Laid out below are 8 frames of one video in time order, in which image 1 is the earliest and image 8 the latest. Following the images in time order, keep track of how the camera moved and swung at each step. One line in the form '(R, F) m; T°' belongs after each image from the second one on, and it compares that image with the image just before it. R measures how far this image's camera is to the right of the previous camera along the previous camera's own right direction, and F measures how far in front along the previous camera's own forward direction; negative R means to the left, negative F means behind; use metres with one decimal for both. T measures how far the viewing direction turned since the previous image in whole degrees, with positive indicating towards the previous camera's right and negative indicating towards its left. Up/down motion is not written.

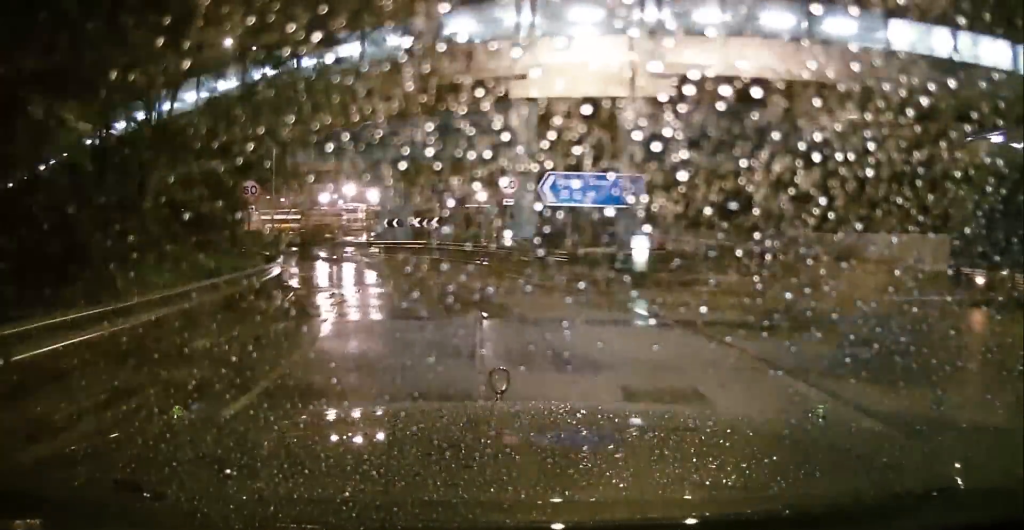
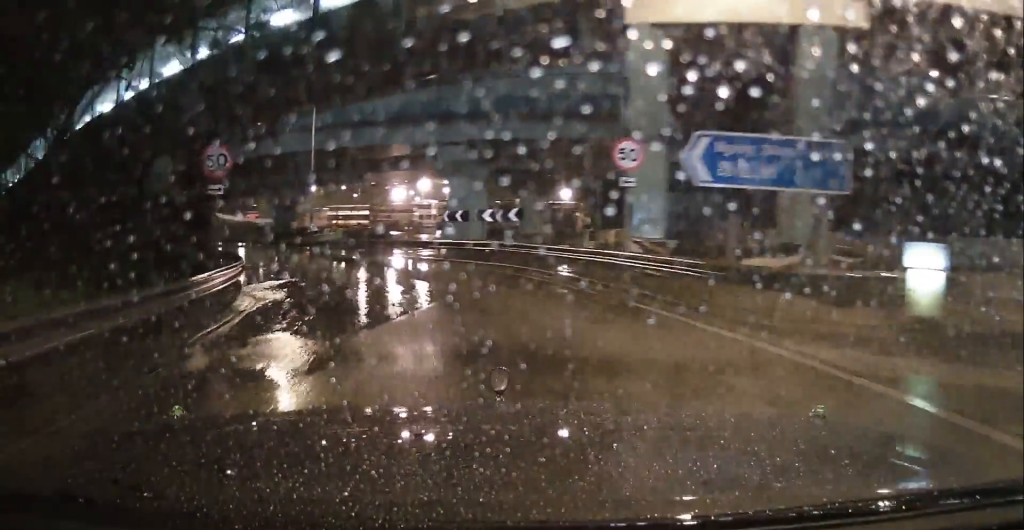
(-0.7, +9.4) m; -7°
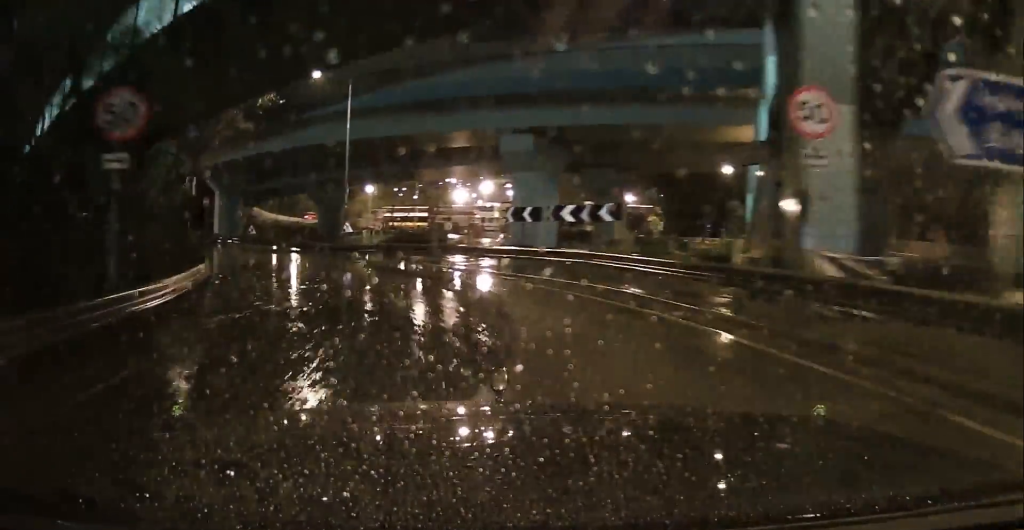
(-0.4, +7.0) m; -5°
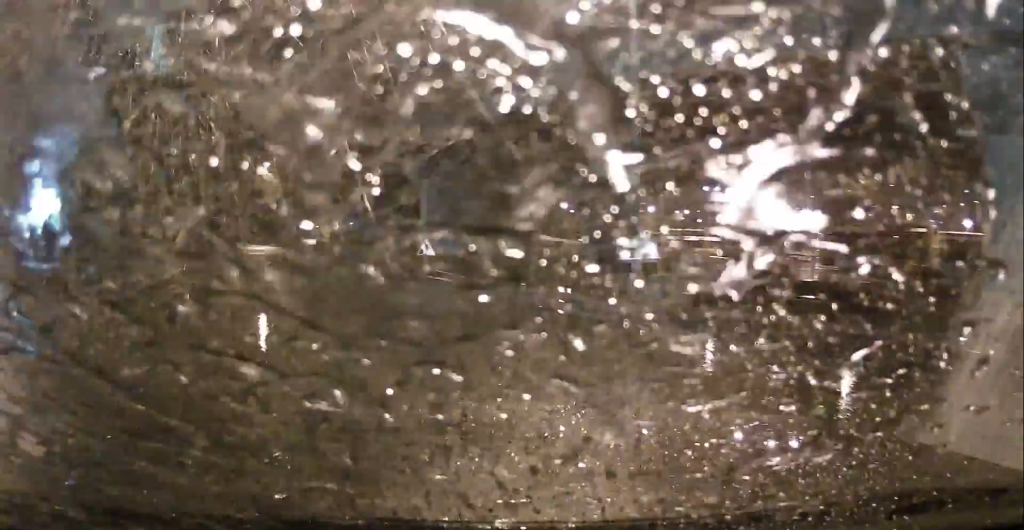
(-3.9, +22.7) m; -21°
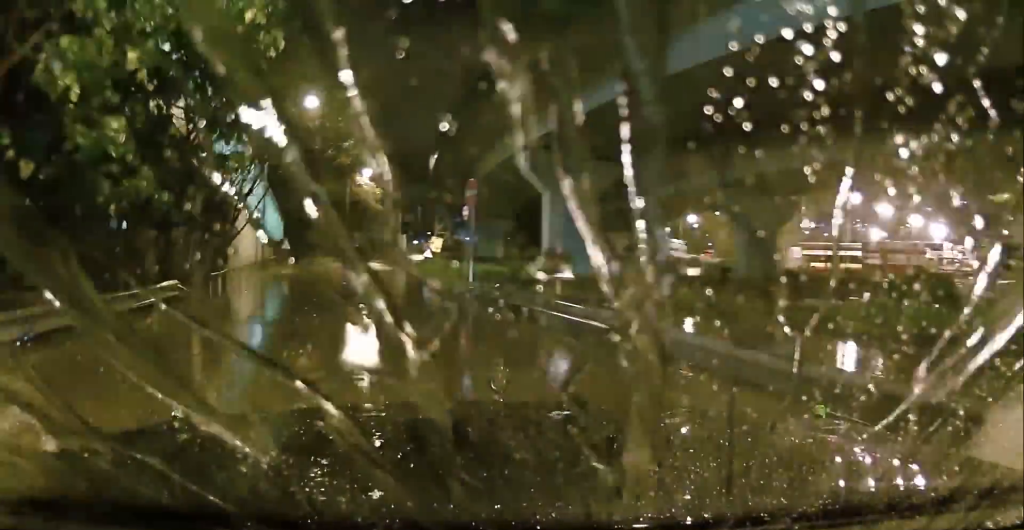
(-0.8, +9.4) m; -11°
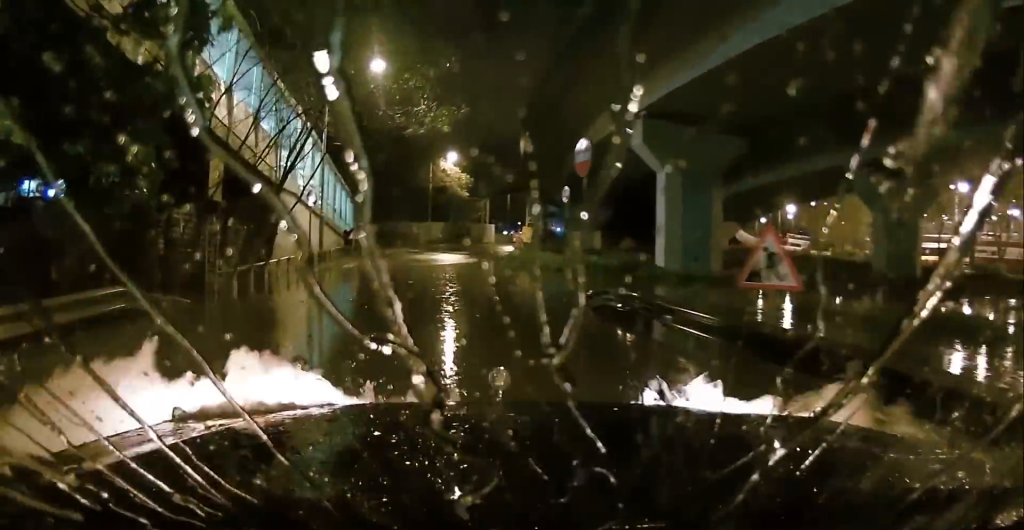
(-0.8, +6.4) m; -15°
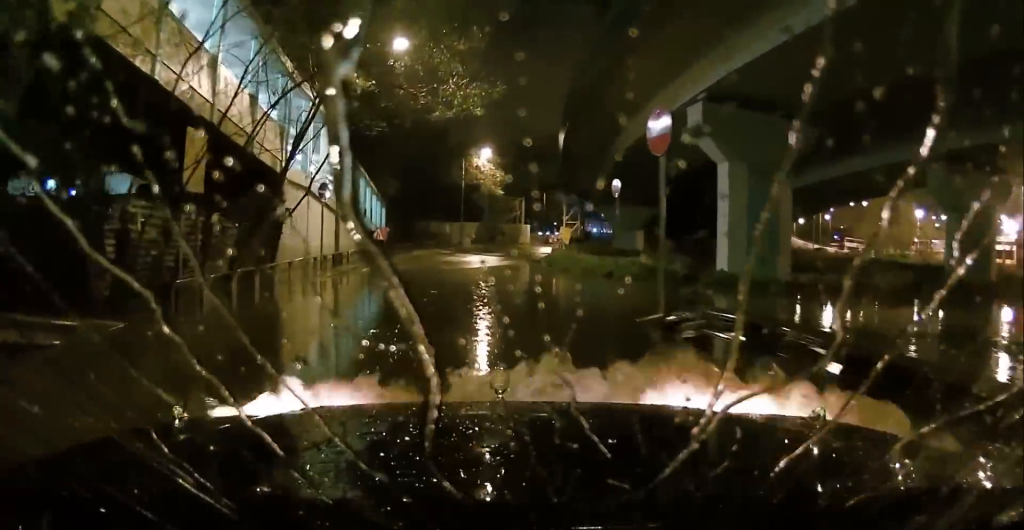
(-0.5, +3.6) m; -3°
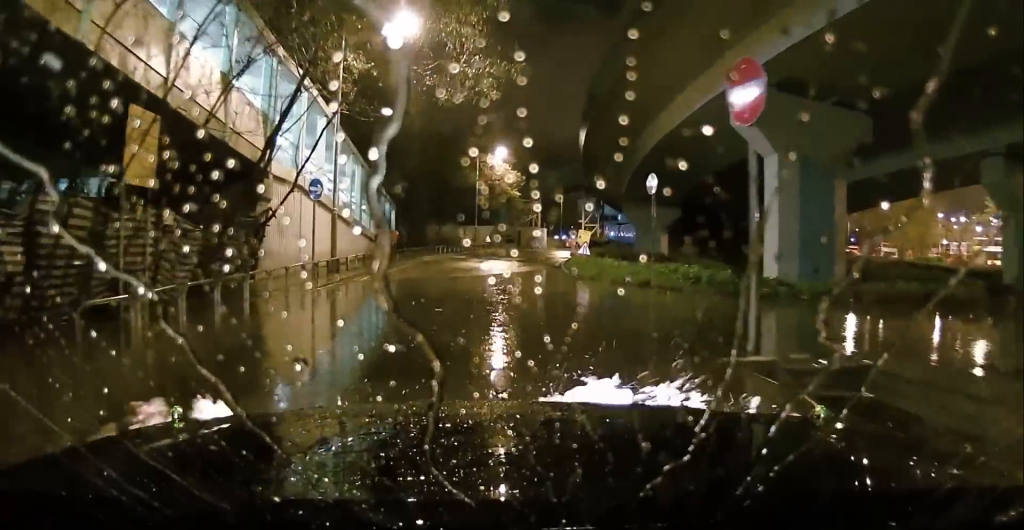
(+0.3, +2.9) m; +4°
